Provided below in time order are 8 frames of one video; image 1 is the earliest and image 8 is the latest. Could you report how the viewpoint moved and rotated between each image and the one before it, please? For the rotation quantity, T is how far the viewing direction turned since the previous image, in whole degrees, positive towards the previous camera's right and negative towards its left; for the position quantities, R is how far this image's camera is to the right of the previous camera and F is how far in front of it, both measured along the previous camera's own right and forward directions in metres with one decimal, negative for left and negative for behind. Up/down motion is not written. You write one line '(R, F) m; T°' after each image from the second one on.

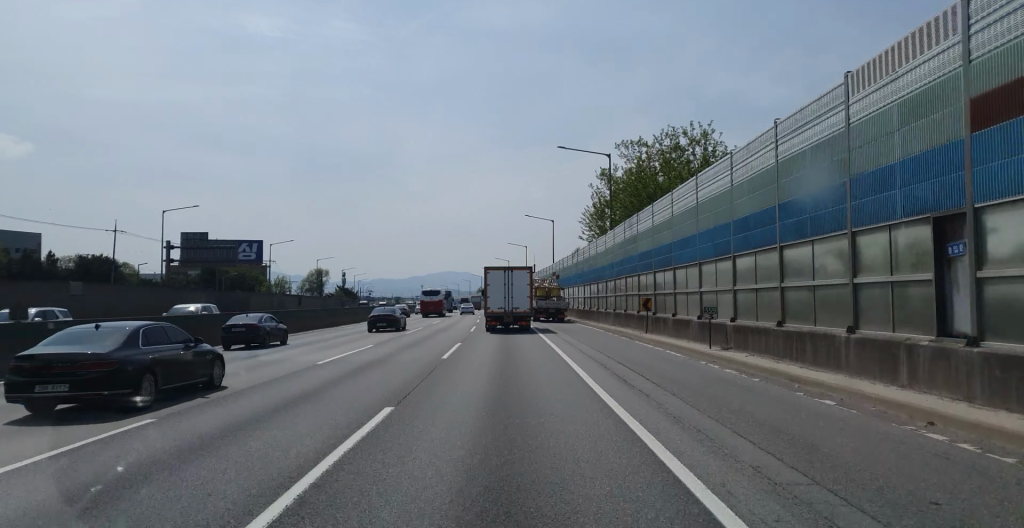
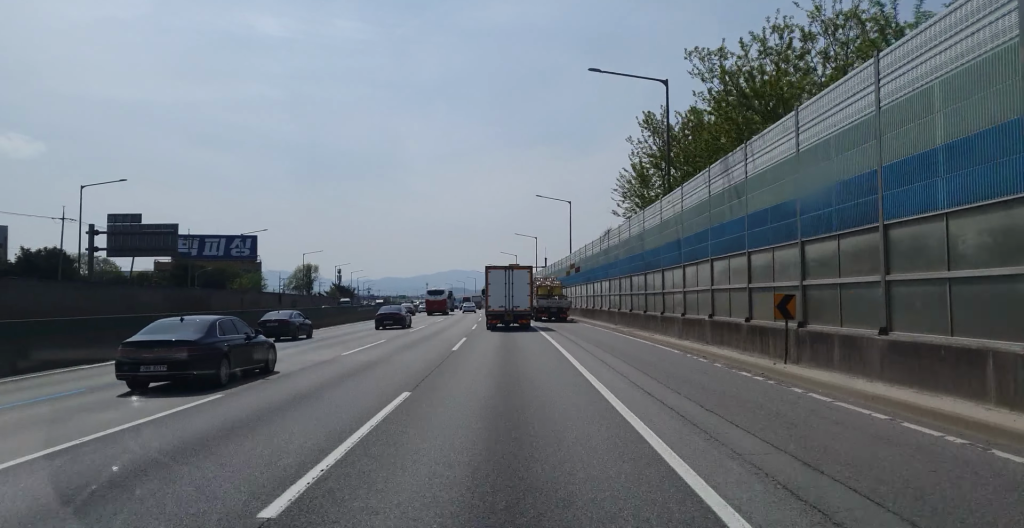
(-0.1, +17.4) m; -1°
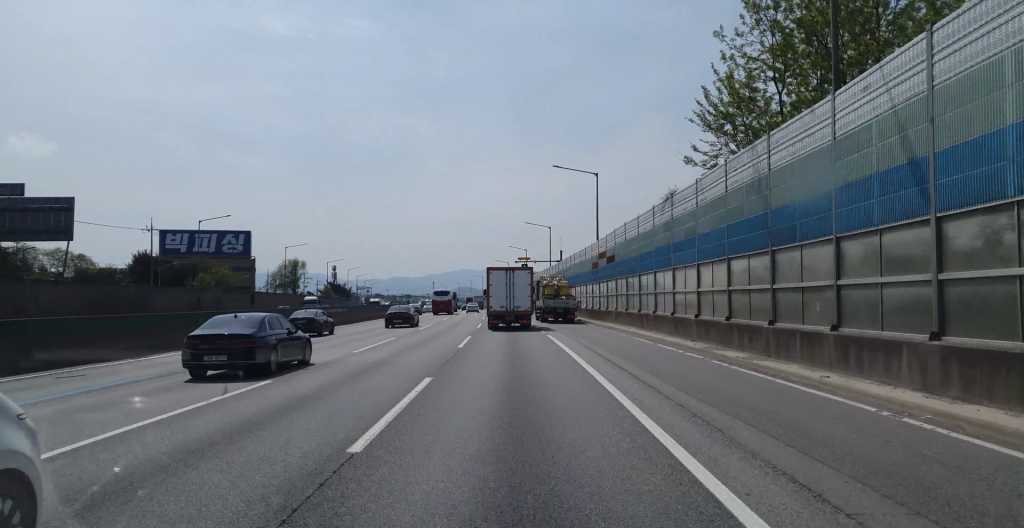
(-0.2, +17.6) m; 0°
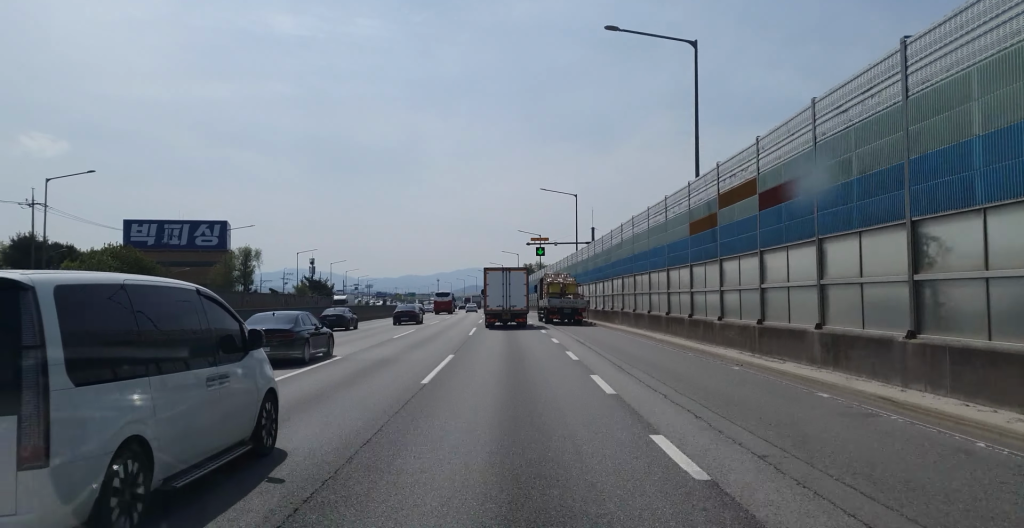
(+0.3, +31.6) m; 0°
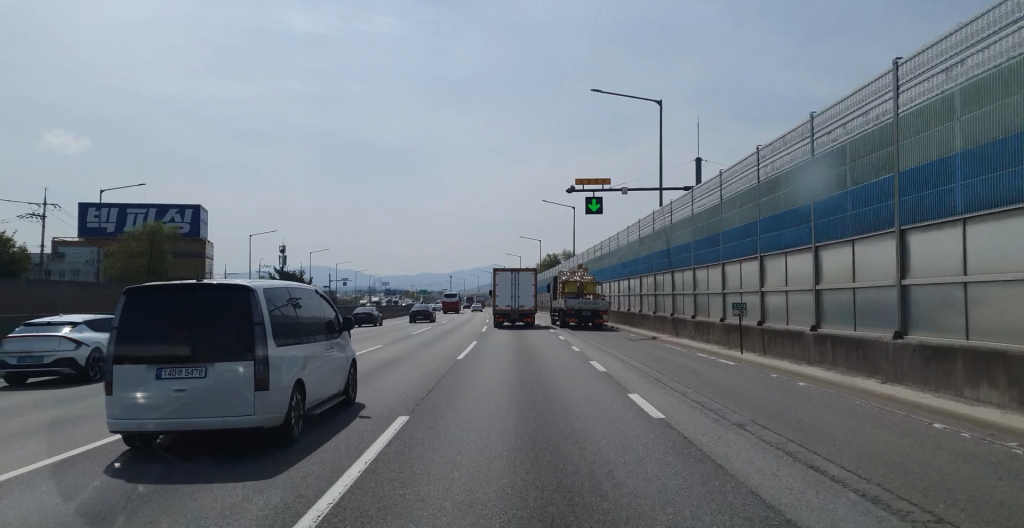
(-0.5, +35.3) m; -1°
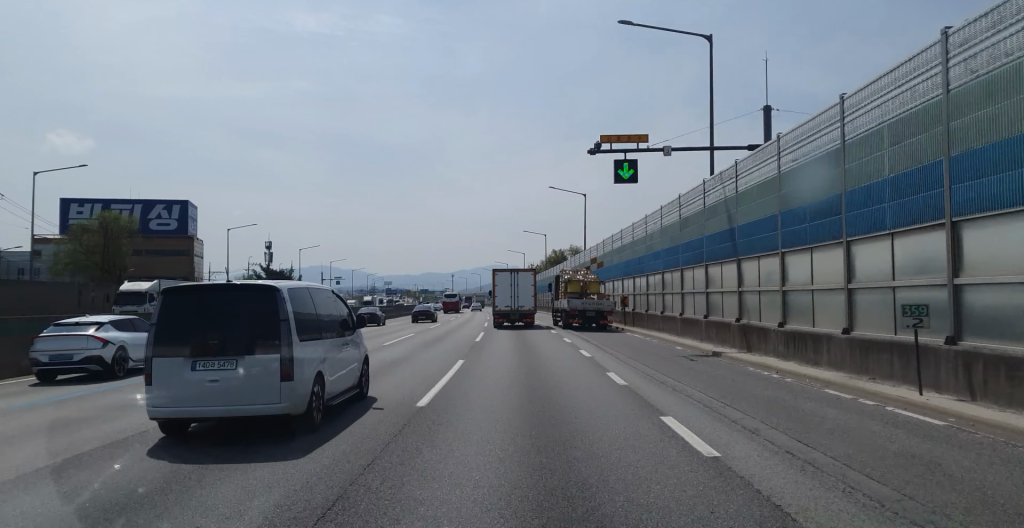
(-0.1, +9.7) m; 0°
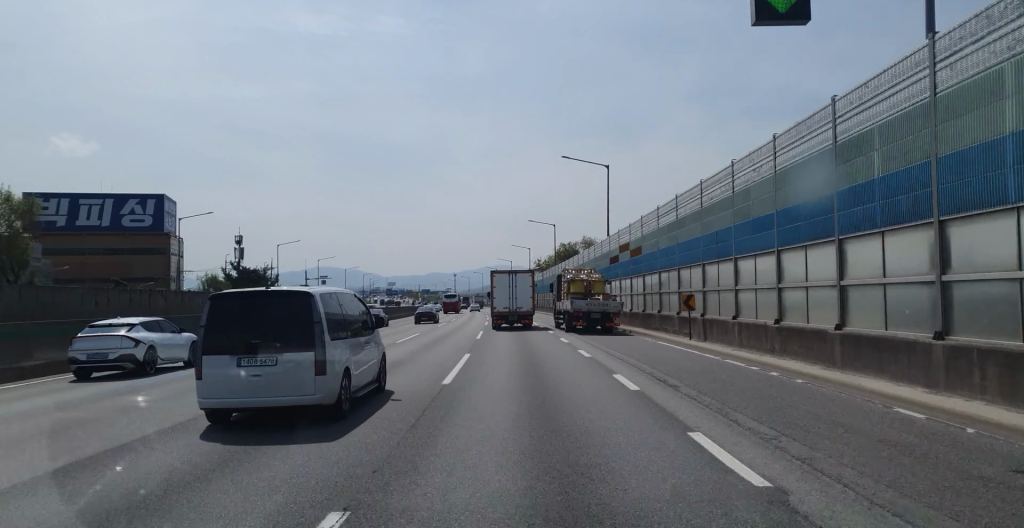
(+0.1, +15.8) m; 0°
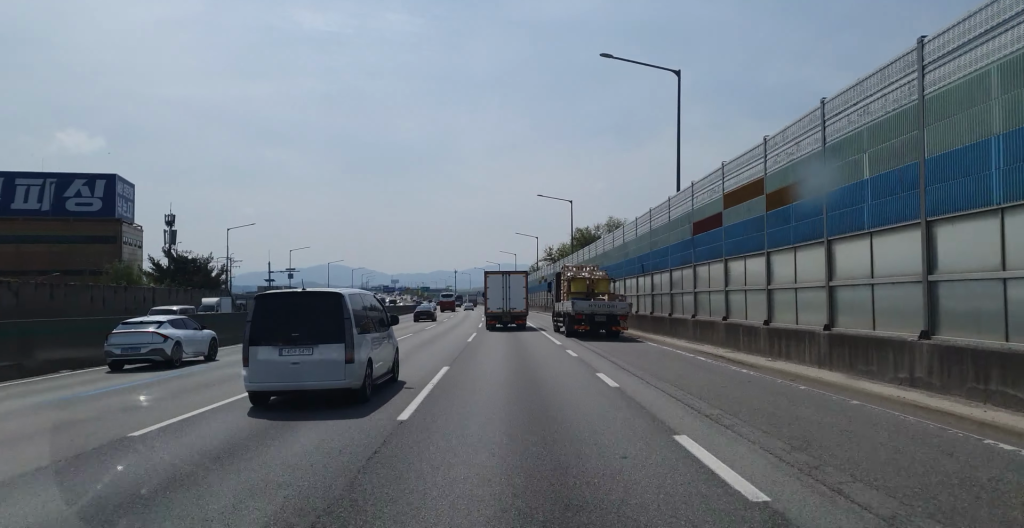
(-0.1, +24.1) m; -1°
